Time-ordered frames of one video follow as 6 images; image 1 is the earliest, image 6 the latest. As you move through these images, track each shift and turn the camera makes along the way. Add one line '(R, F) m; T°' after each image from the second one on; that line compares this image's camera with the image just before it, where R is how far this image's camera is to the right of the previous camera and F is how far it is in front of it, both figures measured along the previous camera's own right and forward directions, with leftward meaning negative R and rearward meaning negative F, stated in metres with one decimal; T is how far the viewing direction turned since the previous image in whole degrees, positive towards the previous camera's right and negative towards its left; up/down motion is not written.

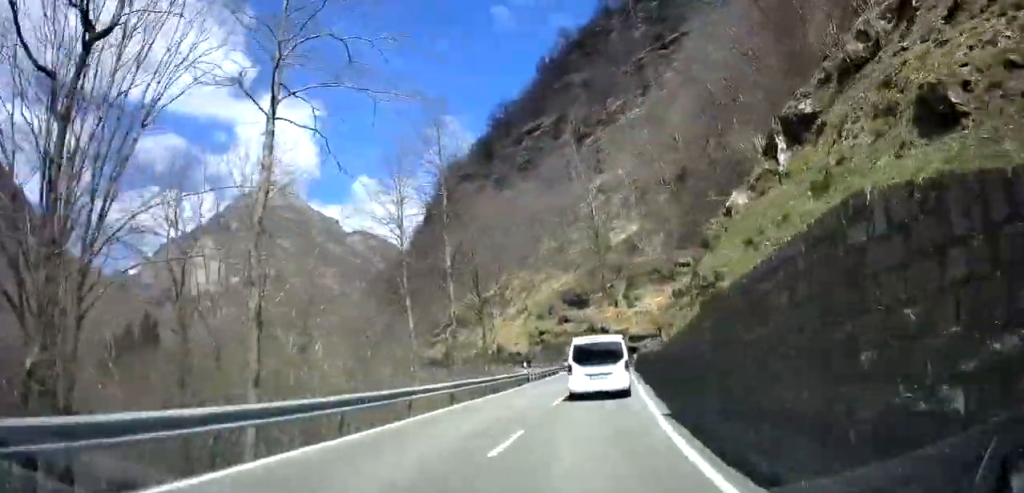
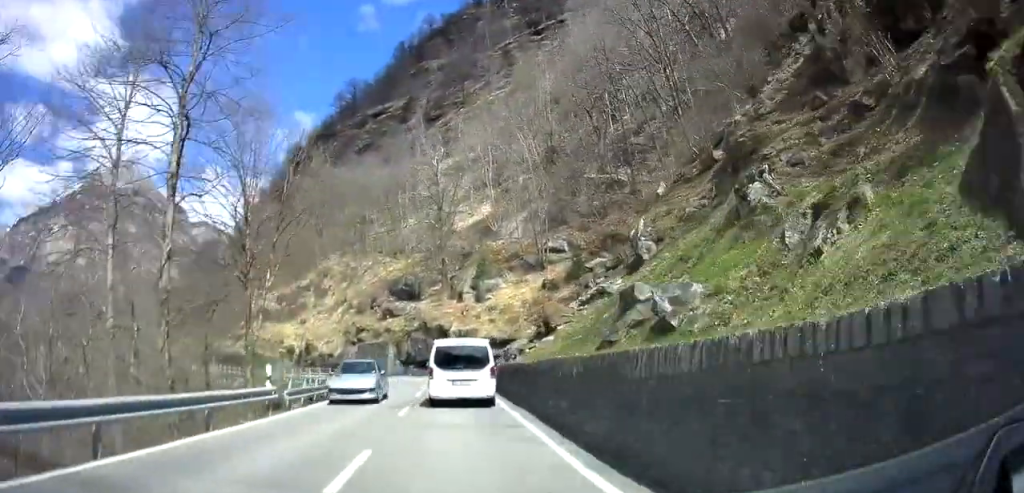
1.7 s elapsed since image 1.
(+1.2, +18.7) m; +6°
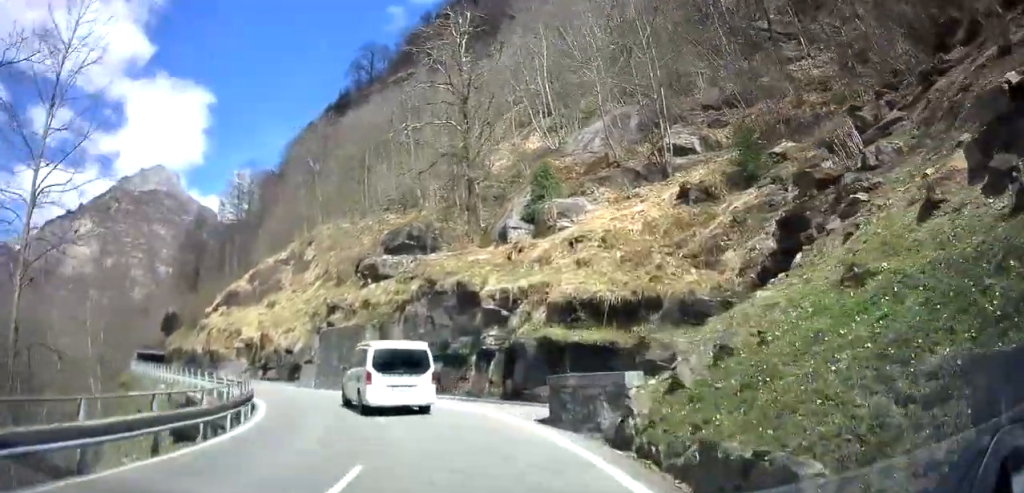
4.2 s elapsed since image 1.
(+2.0, +26.6) m; -2°
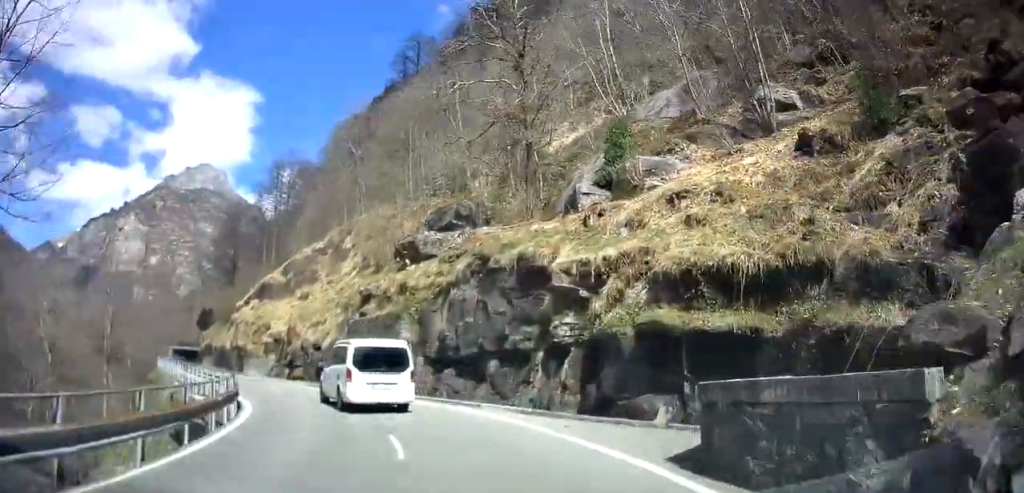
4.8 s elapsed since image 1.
(-0.6, +5.4) m; -6°
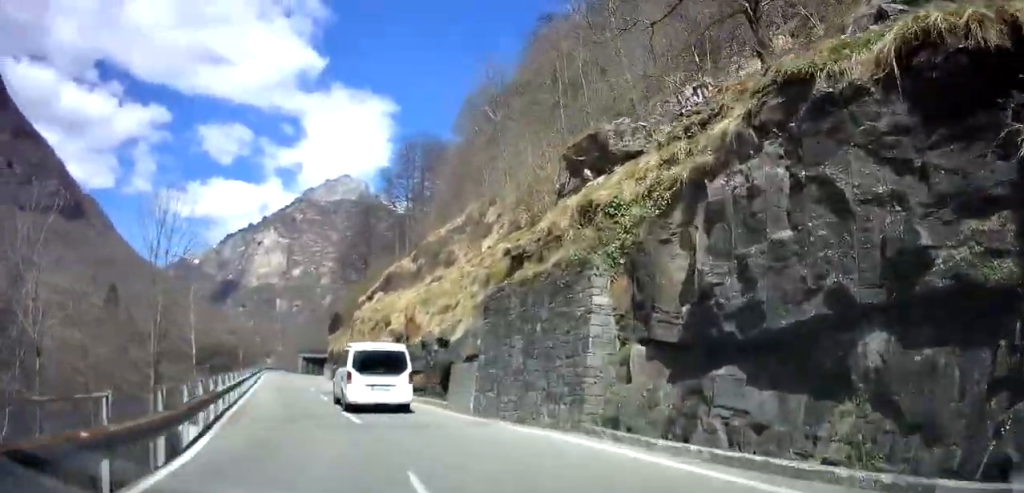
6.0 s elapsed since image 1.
(-1.5, +12.2) m; -9°
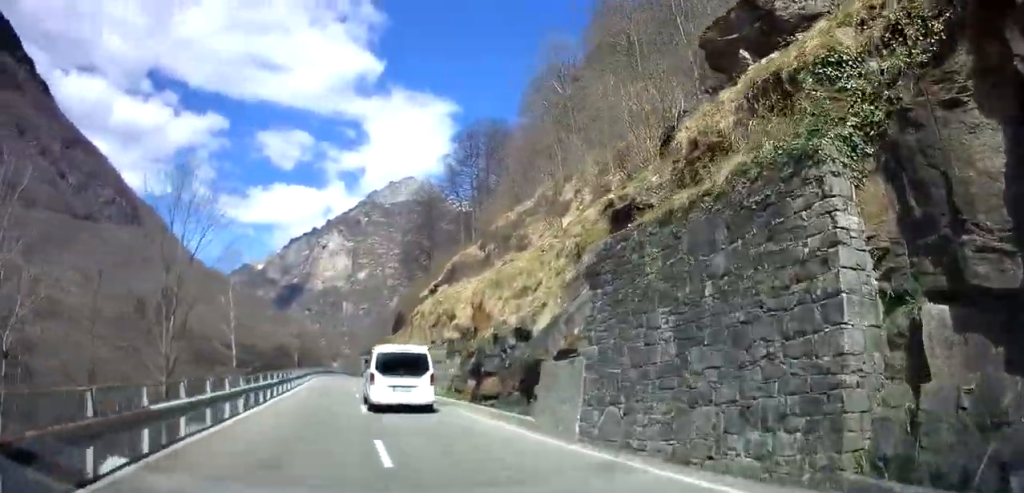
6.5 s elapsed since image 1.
(-0.1, +5.8) m; -3°
